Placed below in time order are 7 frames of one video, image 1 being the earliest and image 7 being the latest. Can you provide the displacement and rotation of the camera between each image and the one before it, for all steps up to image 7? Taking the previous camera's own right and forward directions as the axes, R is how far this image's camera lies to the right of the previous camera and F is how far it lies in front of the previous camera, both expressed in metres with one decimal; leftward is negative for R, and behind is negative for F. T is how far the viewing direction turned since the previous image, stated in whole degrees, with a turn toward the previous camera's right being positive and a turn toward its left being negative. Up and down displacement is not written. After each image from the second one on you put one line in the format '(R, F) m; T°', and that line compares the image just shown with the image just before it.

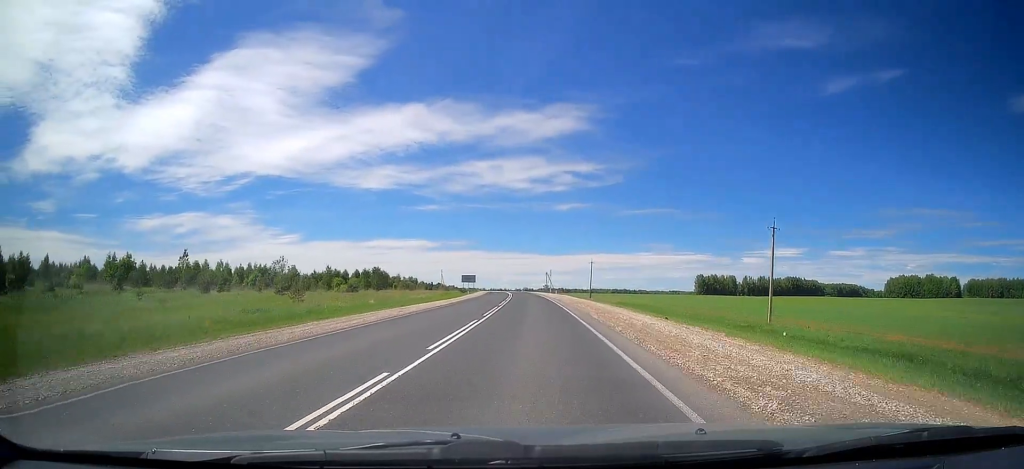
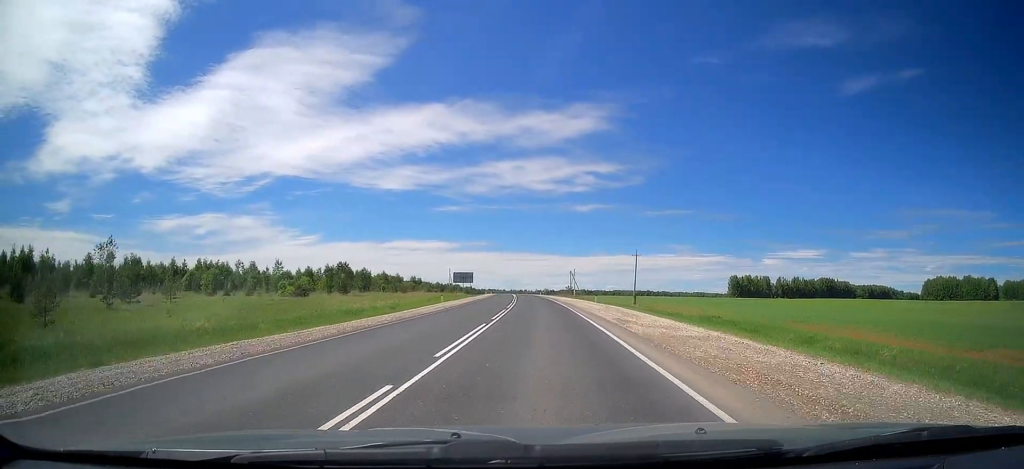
(-1.3, +36.6) m; -3°
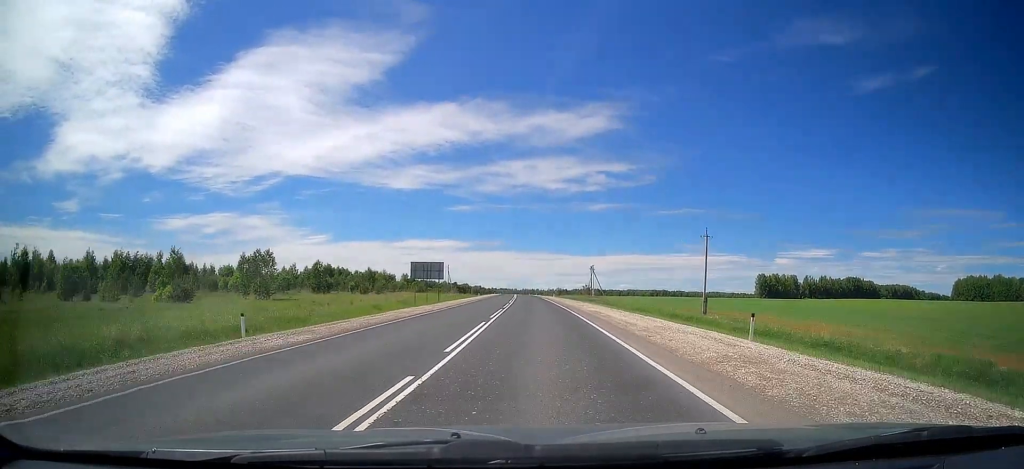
(-0.3, +34.8) m; -1°
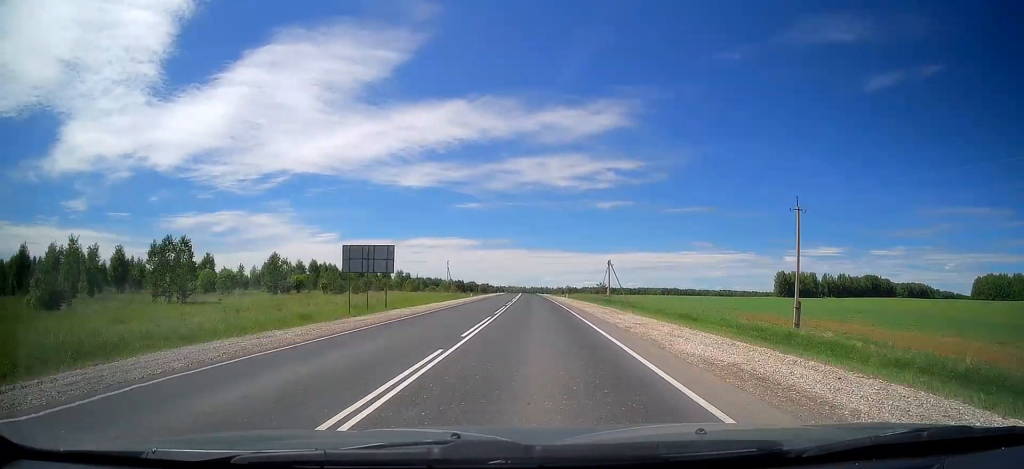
(-0.2, +20.4) m; -1°
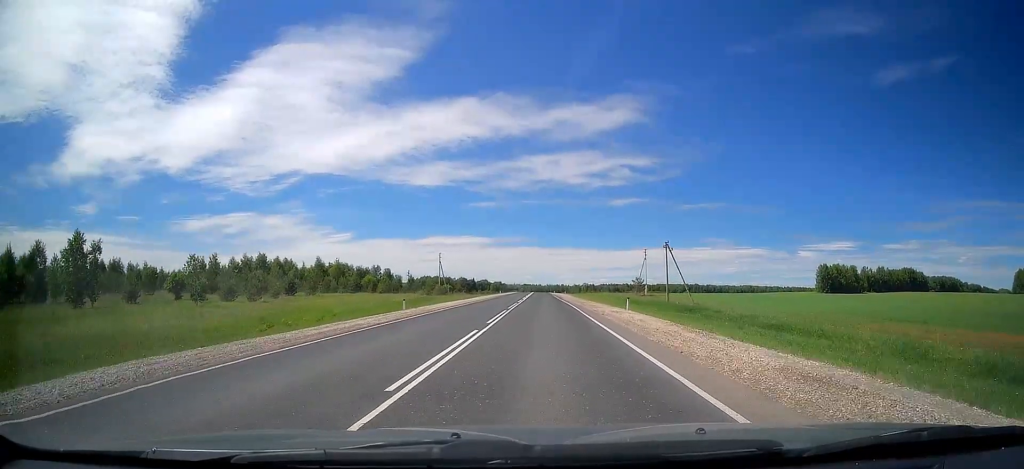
(-1.1, +42.9) m; -2°
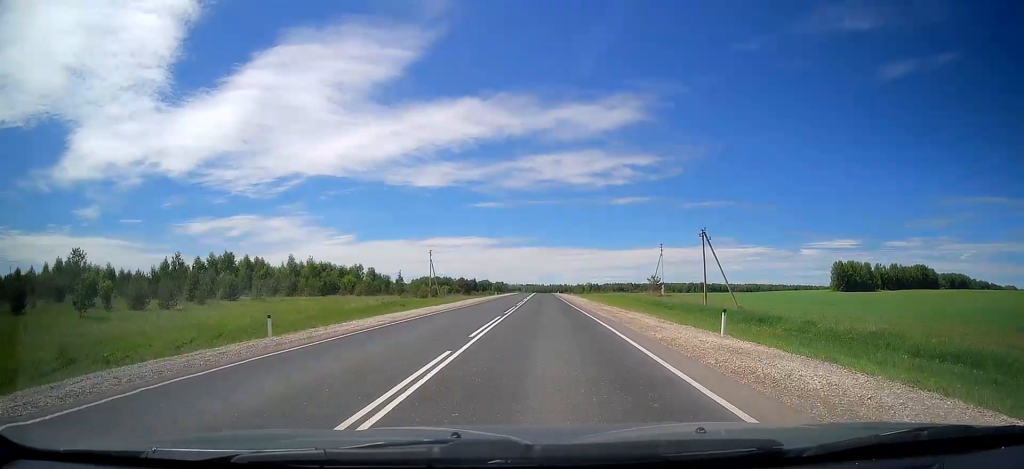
(0.0, +16.7) m; 0°
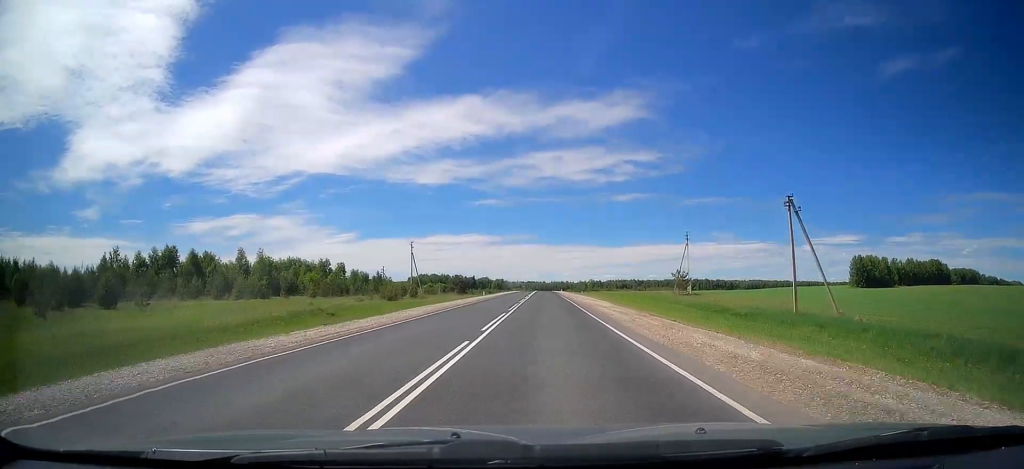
(0.0, +21.8) m; 0°
